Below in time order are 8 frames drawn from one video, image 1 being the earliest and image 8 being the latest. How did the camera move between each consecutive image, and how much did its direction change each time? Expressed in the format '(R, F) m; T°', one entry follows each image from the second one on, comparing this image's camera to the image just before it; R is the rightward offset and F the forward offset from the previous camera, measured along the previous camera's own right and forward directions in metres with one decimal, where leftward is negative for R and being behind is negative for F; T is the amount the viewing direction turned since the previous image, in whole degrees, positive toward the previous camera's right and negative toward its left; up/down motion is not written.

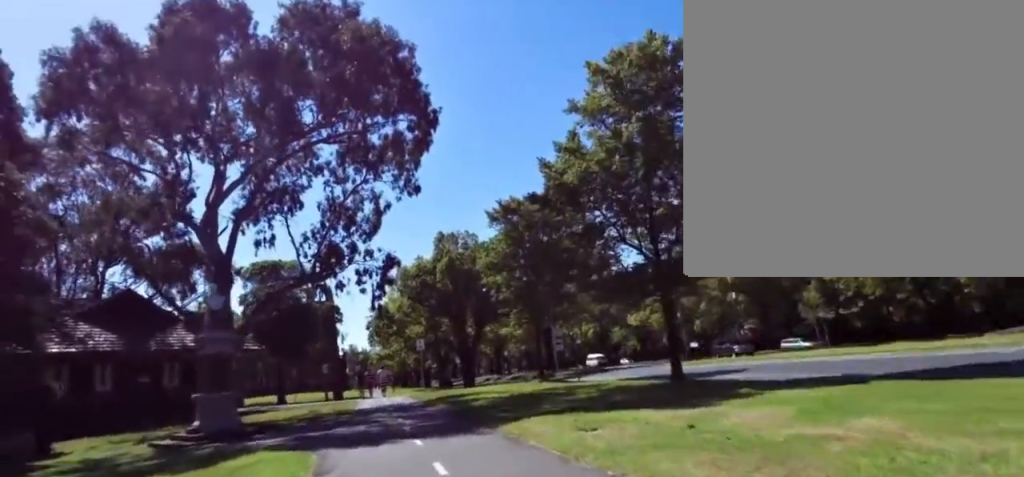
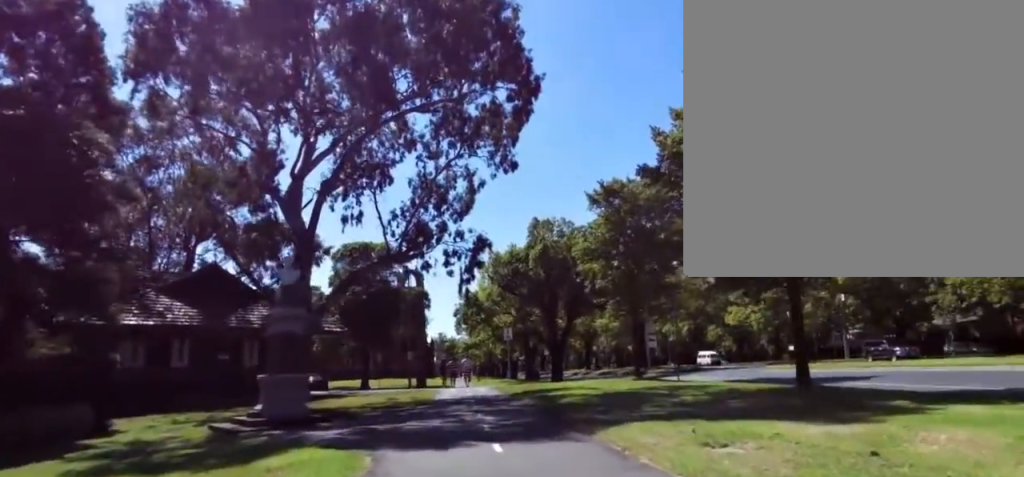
(+0.1, +2.4) m; -4°
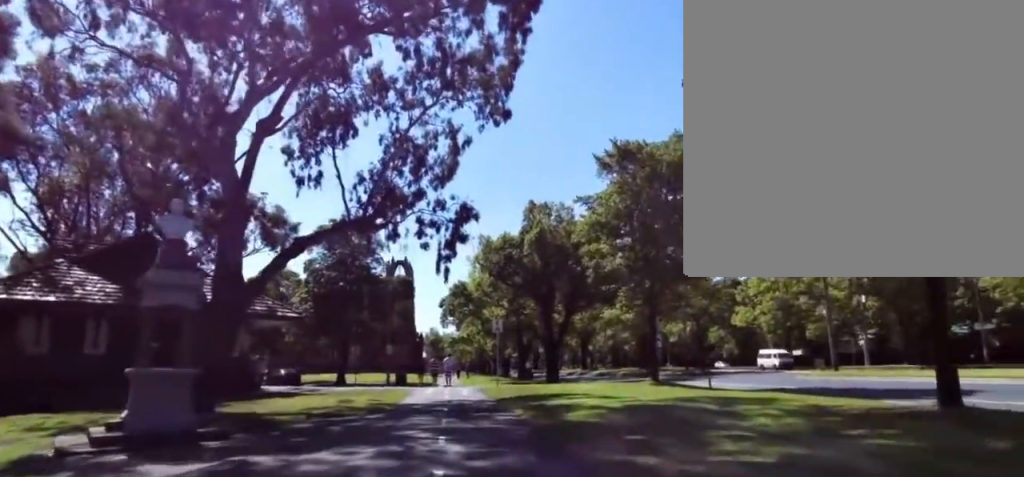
(-0.7, +5.3) m; -10°
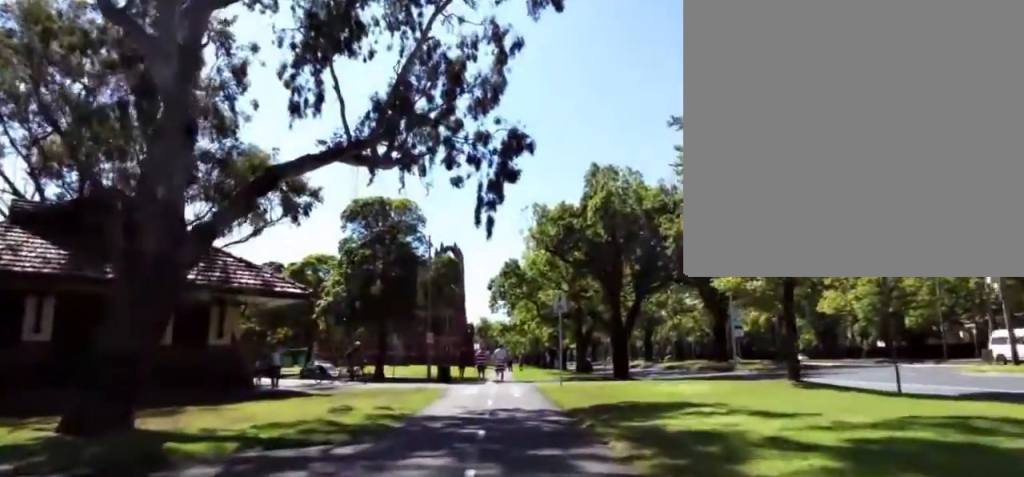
(+0.5, +5.5) m; +12°
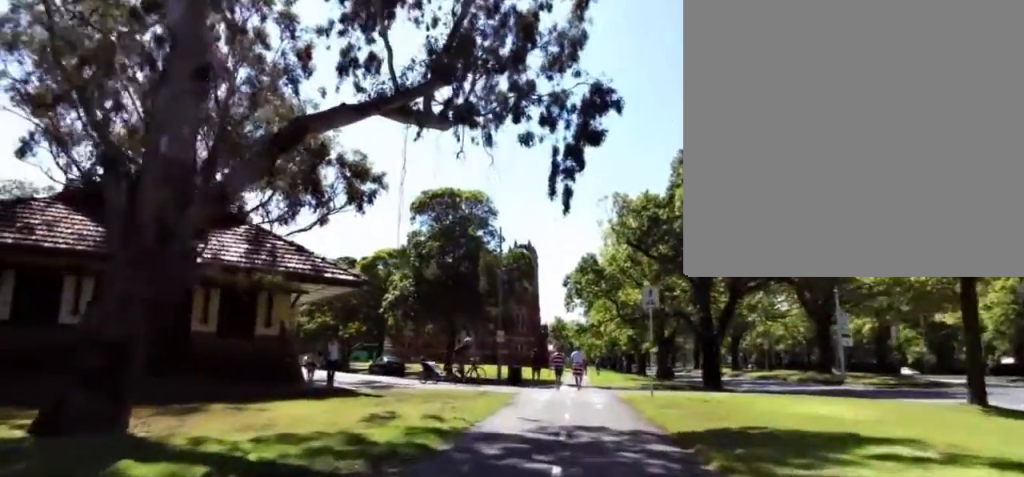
(+0.4, +2.6) m; +1°
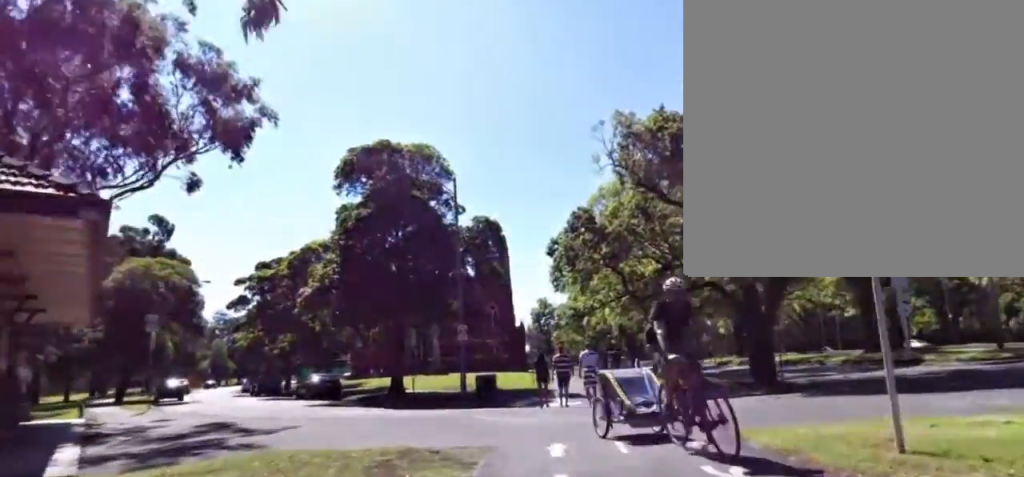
(-2.7, +11.3) m; -25°
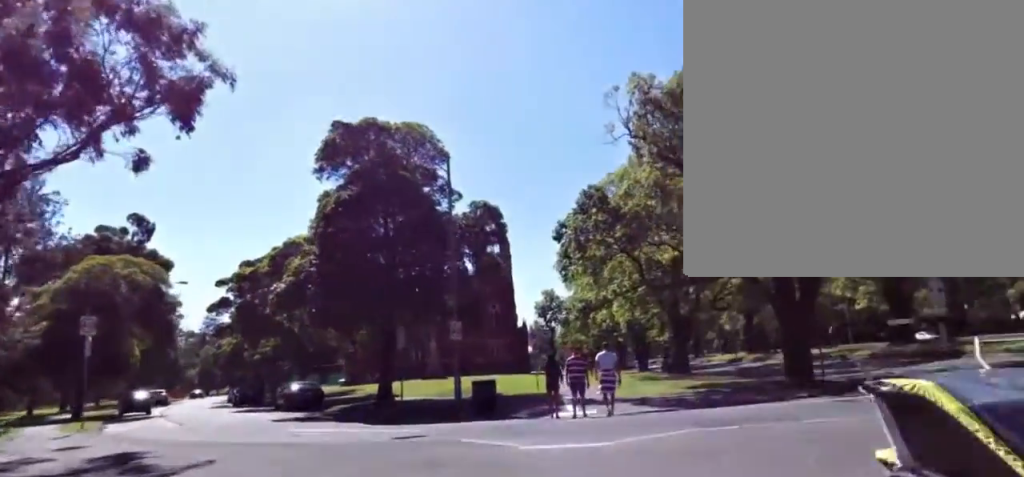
(-0.2, +3.5) m; -4°
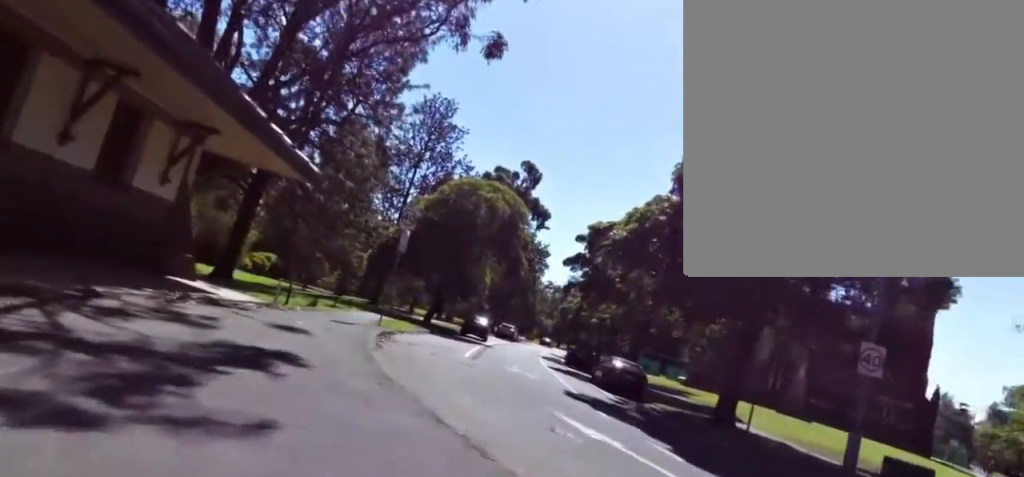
(-0.5, +7.4) m; -12°
